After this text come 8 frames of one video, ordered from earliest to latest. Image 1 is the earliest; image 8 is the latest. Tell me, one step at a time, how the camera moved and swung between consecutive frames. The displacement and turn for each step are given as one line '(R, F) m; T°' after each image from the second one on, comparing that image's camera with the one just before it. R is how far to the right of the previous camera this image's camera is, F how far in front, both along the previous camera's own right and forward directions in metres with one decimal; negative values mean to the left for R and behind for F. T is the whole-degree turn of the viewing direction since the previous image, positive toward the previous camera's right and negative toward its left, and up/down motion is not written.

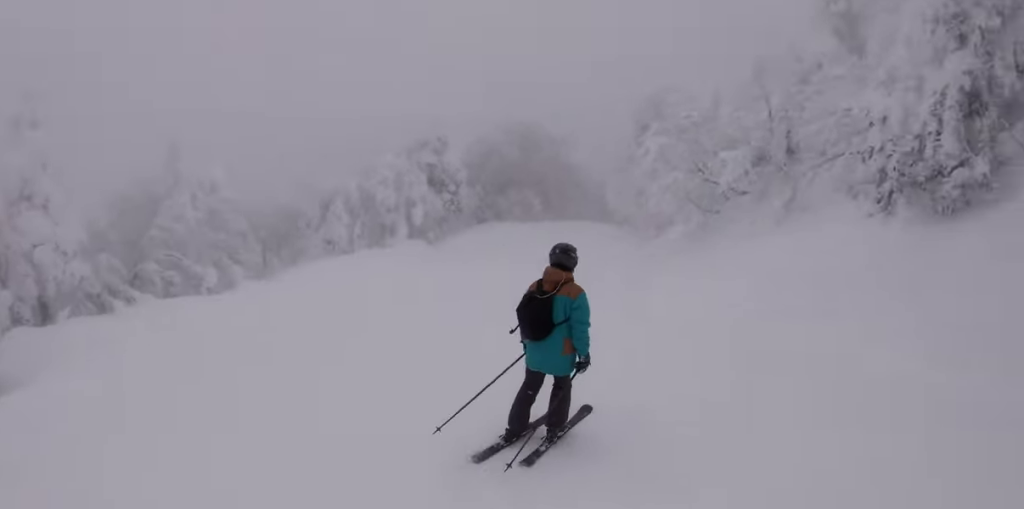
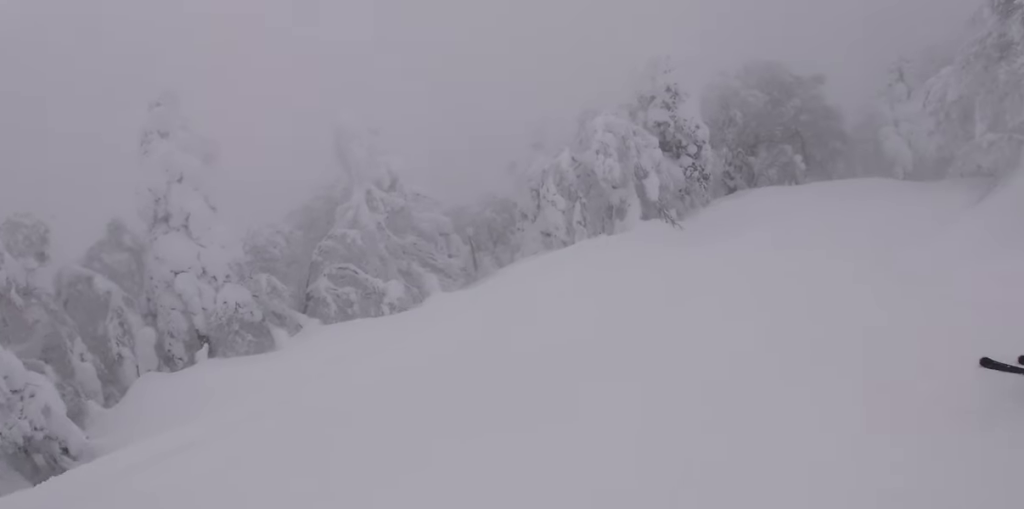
(+2.5, +6.2) m; +13°
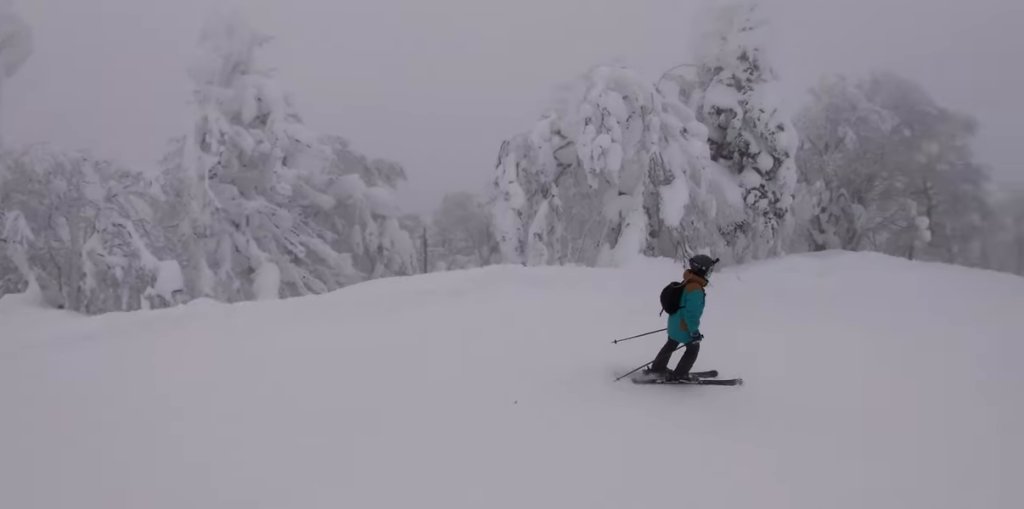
(-0.9, +11.0) m; +9°
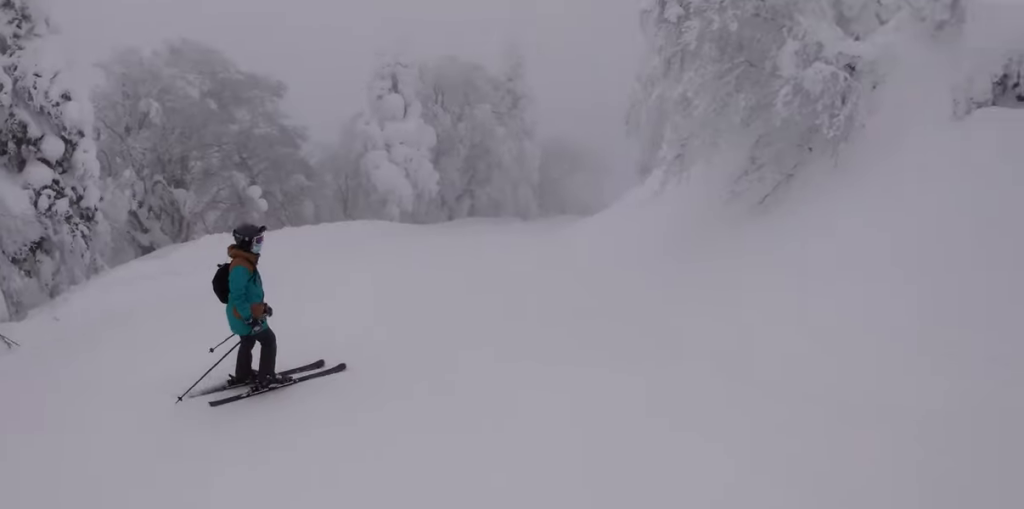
(+0.4, +4.0) m; +7°
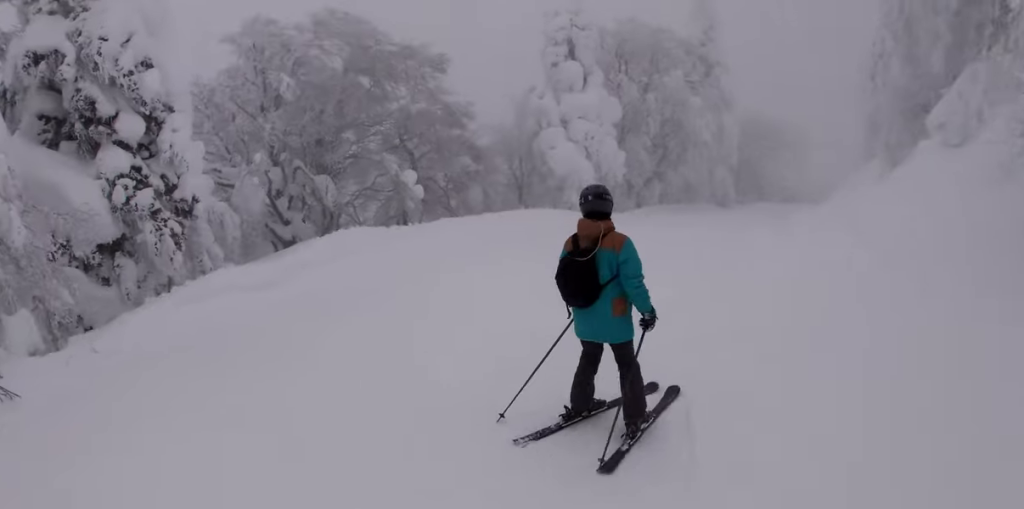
(+0.1, +3.6) m; -2°
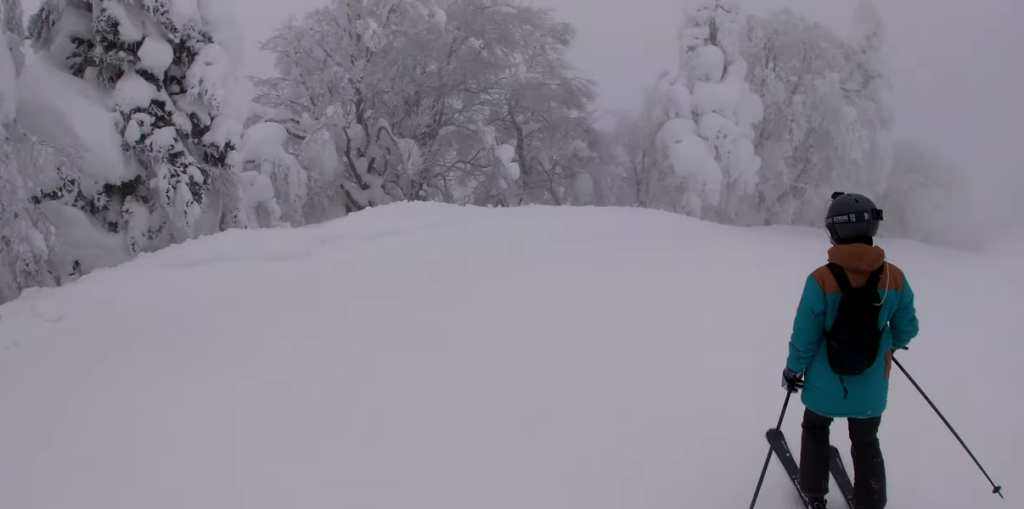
(+0.2, +2.3) m; -8°
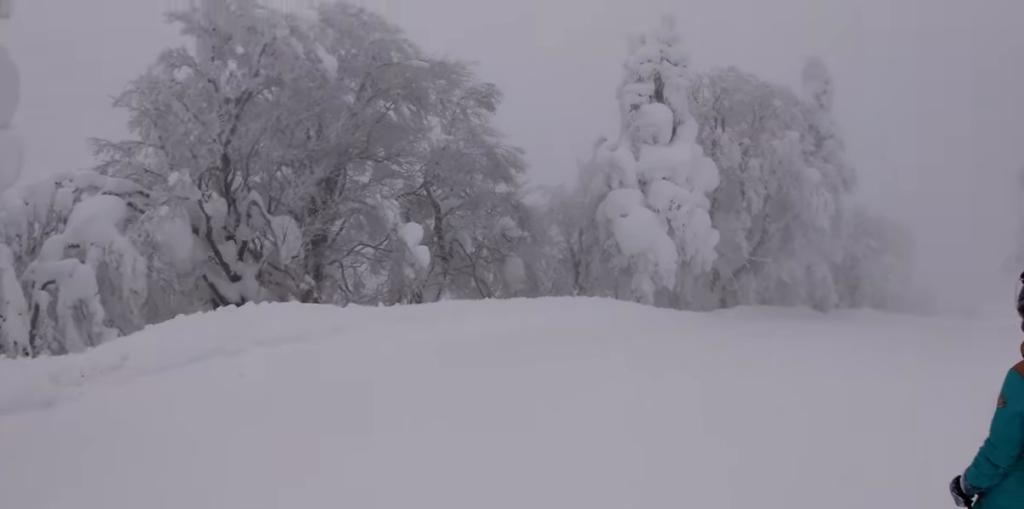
(-0.9, +3.6) m; -5°
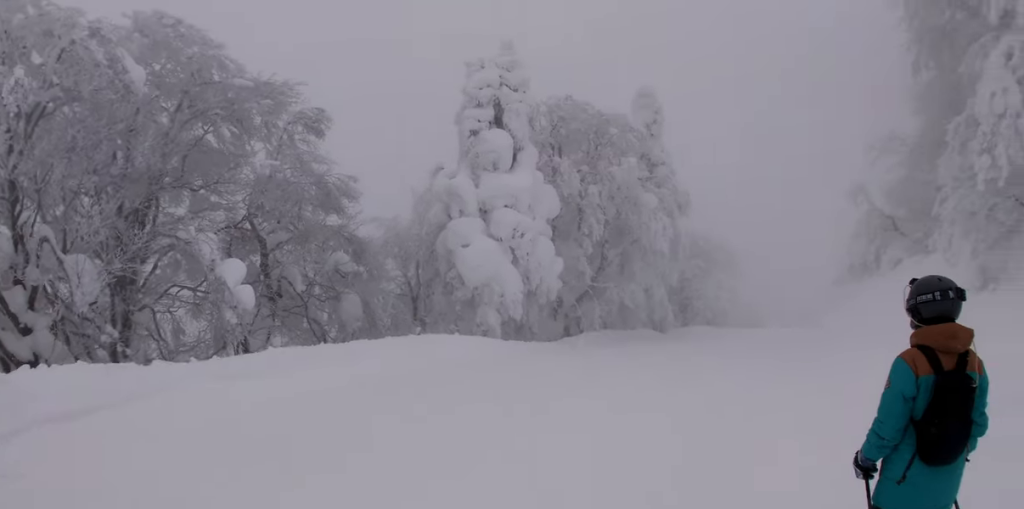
(+0.3, +1.0) m; +17°
